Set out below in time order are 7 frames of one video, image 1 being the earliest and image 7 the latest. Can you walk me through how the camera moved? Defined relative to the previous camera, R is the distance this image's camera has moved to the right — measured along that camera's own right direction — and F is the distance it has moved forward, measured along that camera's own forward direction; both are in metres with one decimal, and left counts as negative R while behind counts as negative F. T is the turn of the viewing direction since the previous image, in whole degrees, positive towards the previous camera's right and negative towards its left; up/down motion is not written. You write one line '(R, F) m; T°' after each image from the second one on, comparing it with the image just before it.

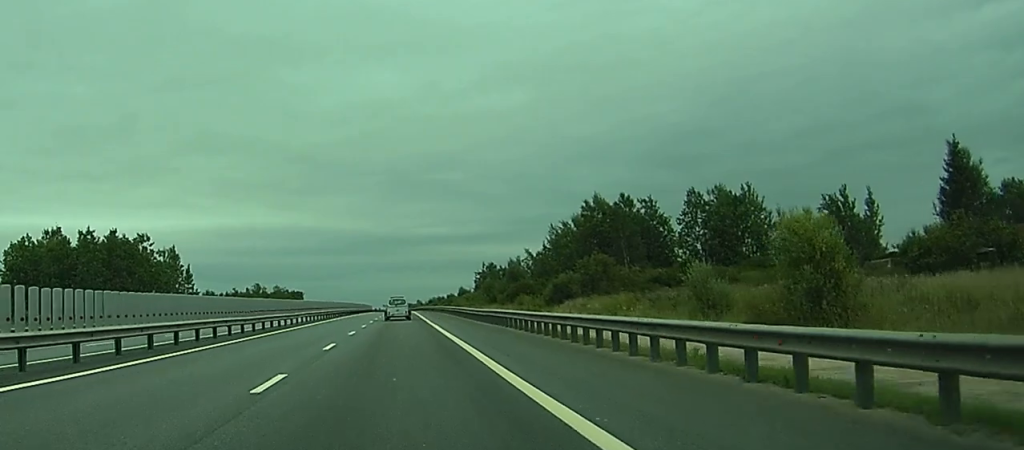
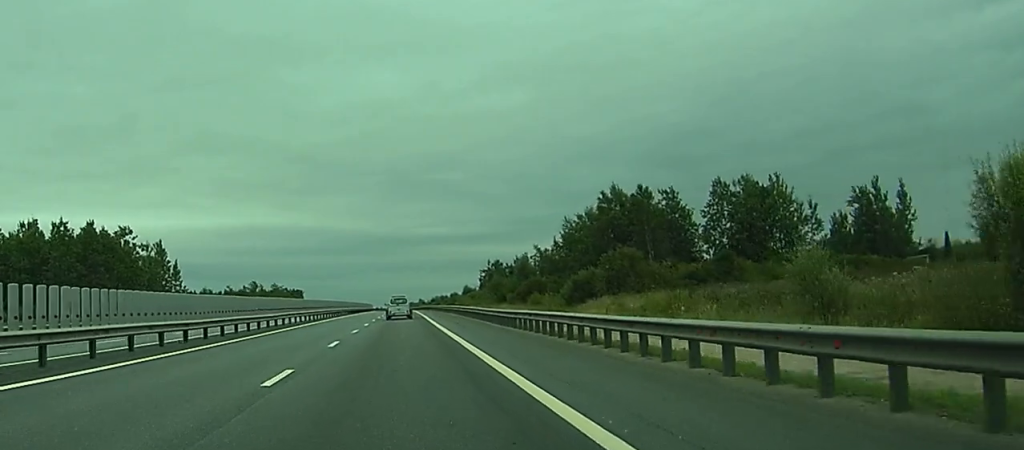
(0.0, +11.1) m; 0°
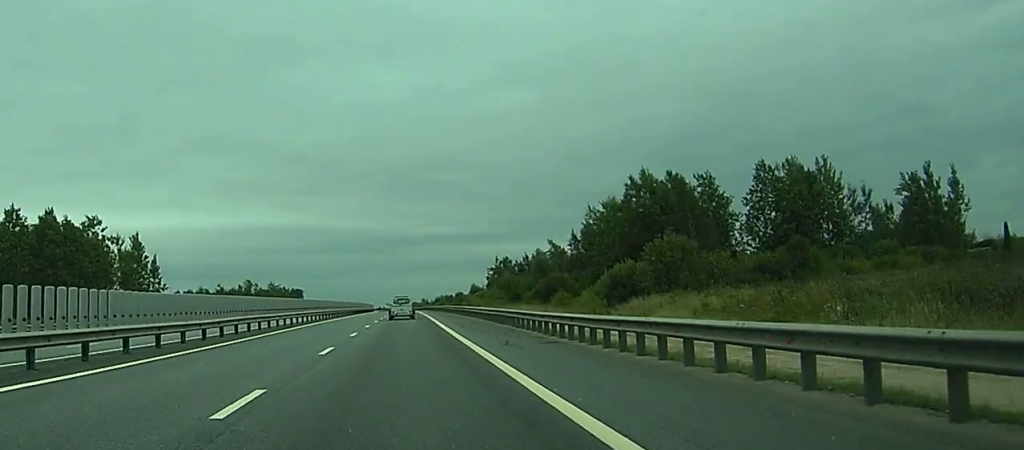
(0.0, +15.8) m; 0°
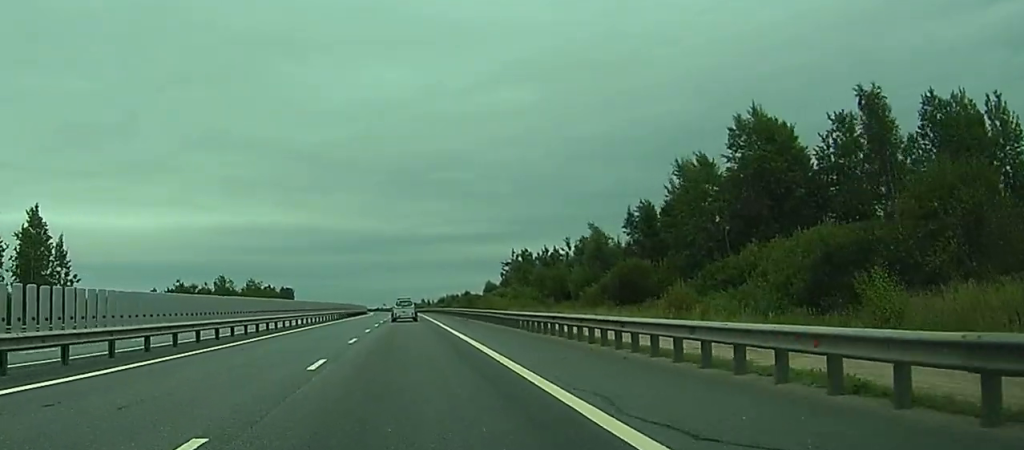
(-0.2, +40.6) m; 0°
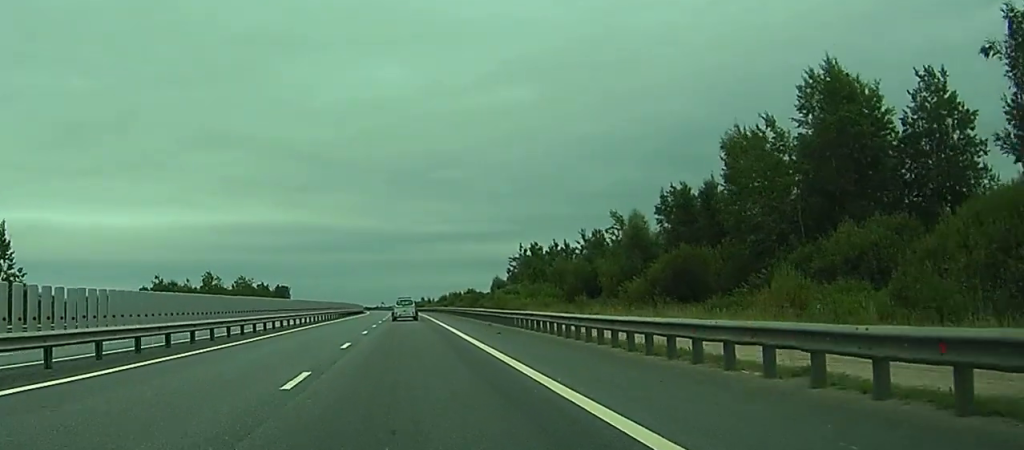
(0.0, +15.9) m; 0°
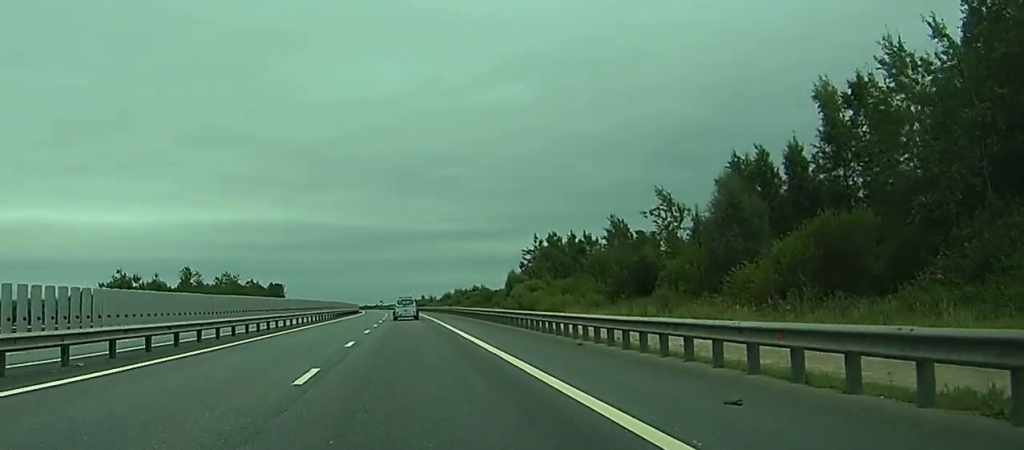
(0.0, +23.1) m; 0°
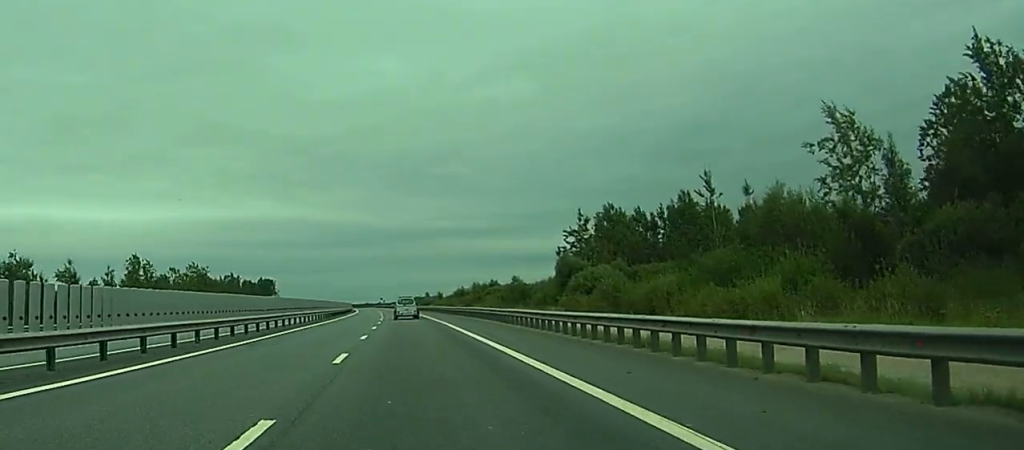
(-0.2, +43.0) m; -1°
